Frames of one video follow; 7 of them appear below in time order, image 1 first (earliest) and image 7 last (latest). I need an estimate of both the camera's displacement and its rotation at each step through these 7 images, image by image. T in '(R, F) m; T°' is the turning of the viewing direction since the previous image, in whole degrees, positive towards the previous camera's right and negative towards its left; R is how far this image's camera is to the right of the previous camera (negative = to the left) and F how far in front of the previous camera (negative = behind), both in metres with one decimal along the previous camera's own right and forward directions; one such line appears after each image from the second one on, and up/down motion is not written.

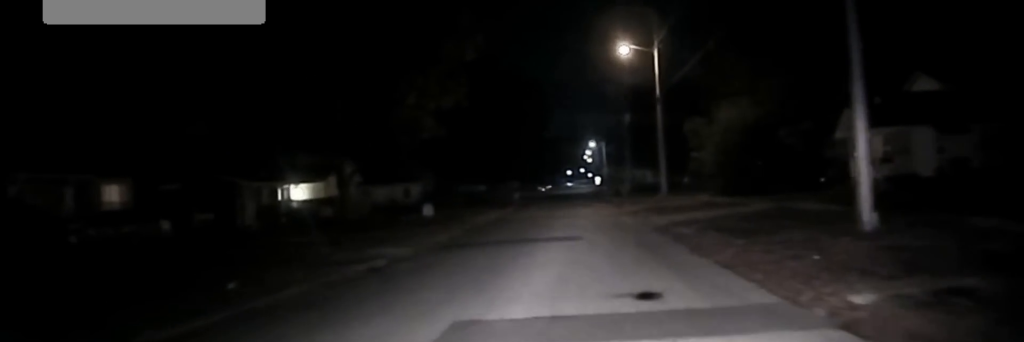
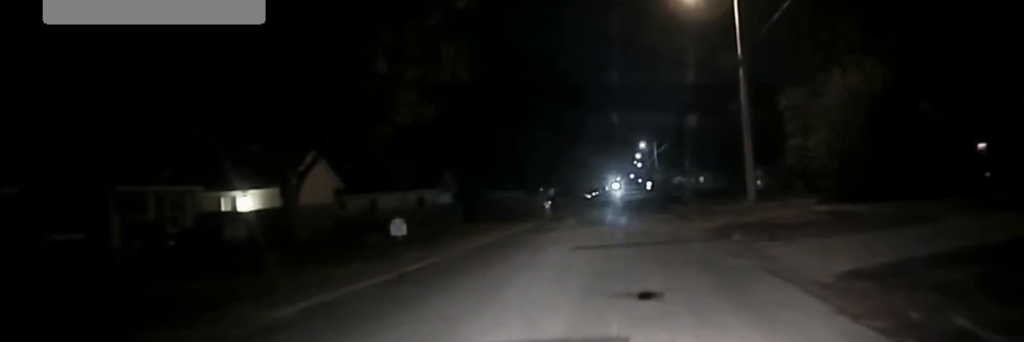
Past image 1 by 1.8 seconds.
(-0.1, +18.0) m; 0°
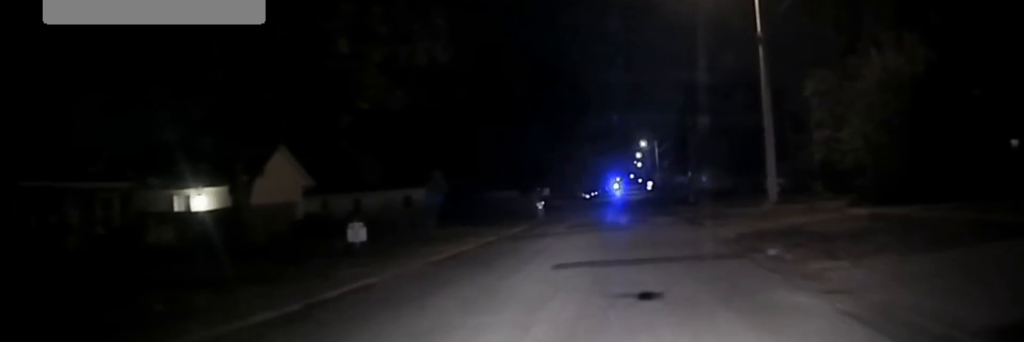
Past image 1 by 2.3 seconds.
(0.0, +5.3) m; 0°
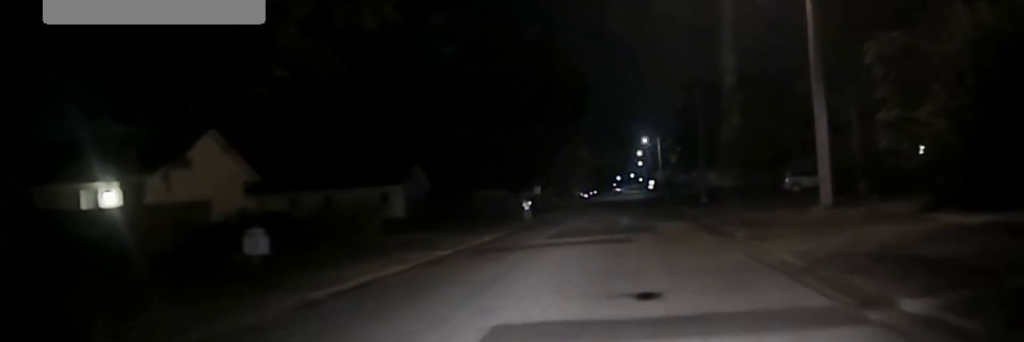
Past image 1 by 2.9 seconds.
(0.0, +7.4) m; 0°
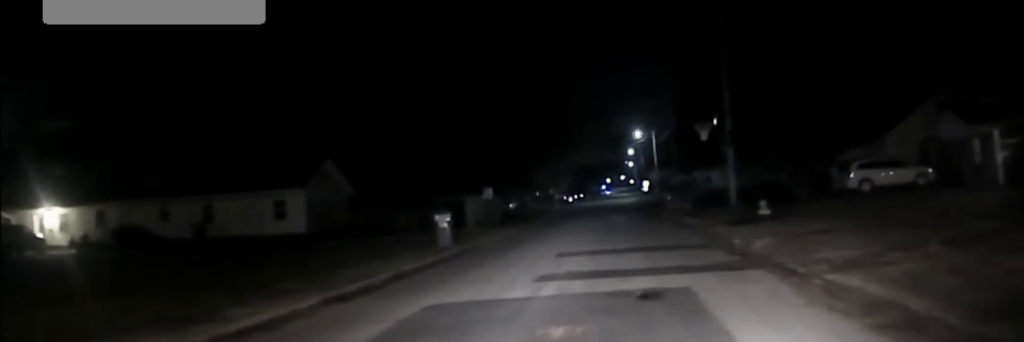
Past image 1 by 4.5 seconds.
(0.0, +22.6) m; 0°
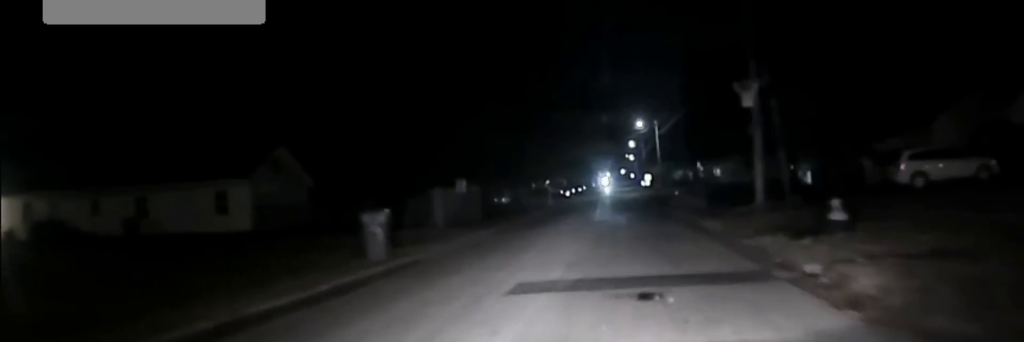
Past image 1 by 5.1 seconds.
(0.0, +8.8) m; 0°
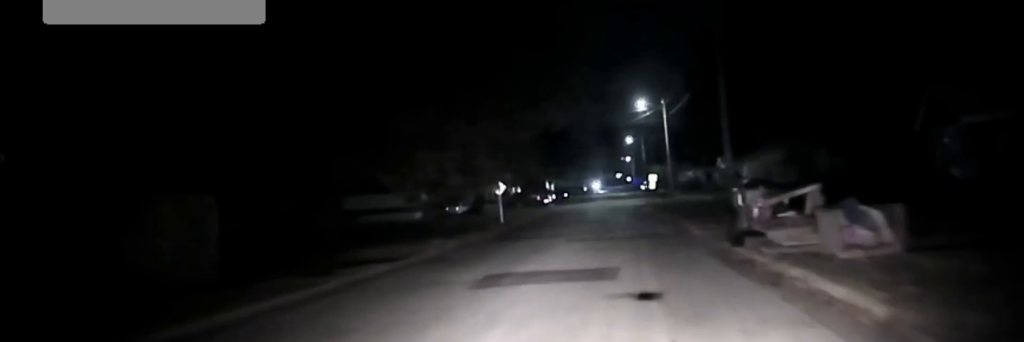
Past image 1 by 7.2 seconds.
(0.0, +32.4) m; 0°
